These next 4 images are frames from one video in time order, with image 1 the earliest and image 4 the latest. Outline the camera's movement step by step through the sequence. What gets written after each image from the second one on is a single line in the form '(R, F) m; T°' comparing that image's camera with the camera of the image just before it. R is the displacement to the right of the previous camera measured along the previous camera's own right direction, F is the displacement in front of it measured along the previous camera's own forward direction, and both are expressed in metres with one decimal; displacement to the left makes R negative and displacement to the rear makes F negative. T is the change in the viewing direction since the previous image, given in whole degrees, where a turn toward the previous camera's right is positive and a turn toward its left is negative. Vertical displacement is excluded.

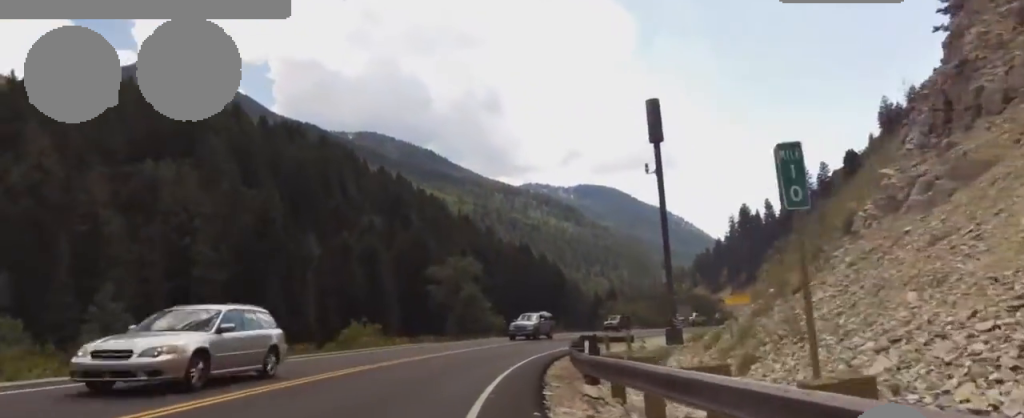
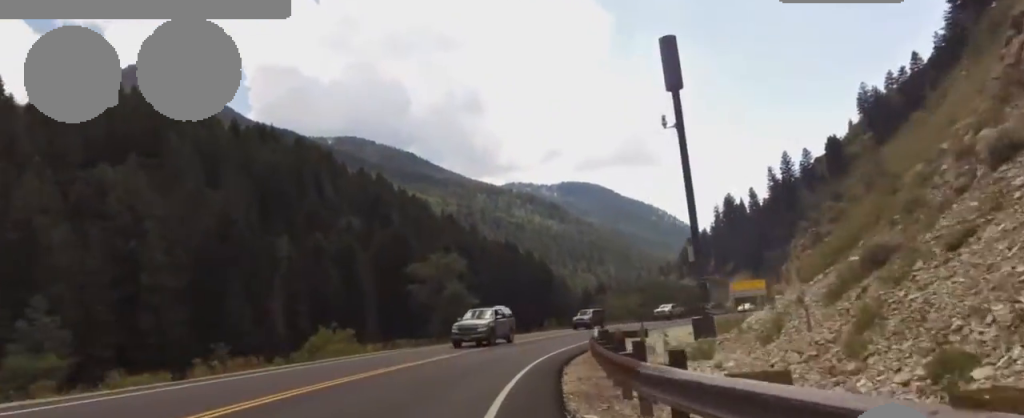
(-0.1, +5.3) m; +4°
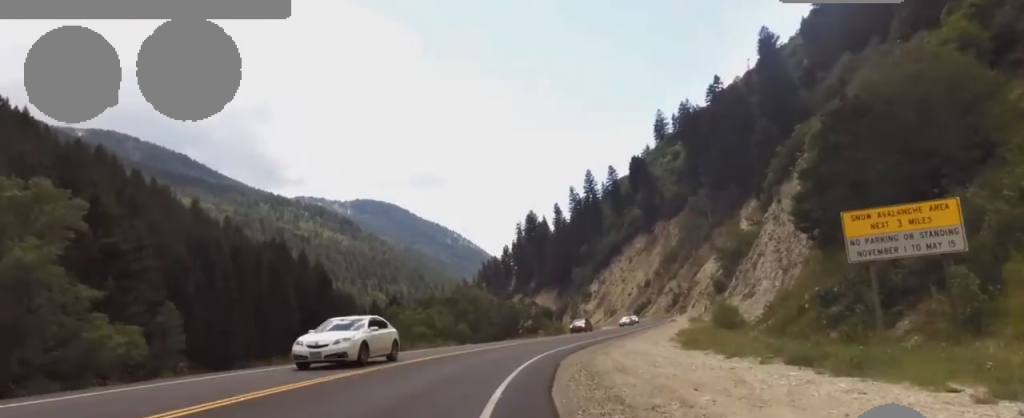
(+9.6, +32.2) m; +26°
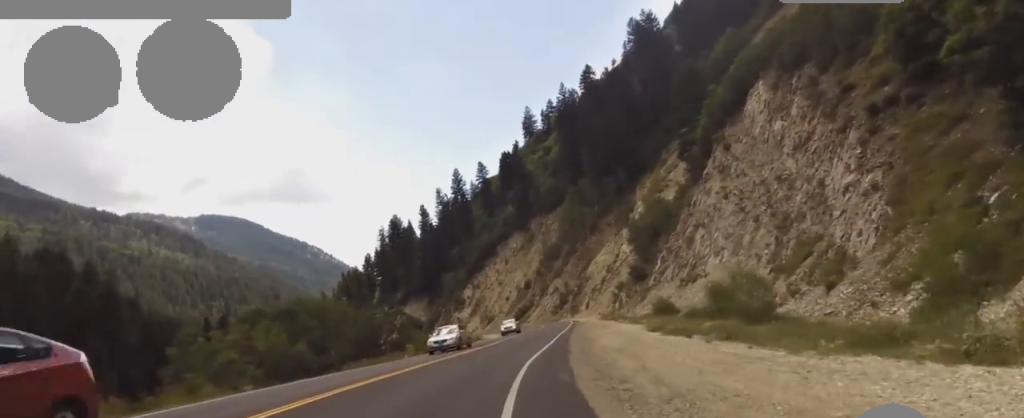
(+1.7, +23.2) m; +8°
